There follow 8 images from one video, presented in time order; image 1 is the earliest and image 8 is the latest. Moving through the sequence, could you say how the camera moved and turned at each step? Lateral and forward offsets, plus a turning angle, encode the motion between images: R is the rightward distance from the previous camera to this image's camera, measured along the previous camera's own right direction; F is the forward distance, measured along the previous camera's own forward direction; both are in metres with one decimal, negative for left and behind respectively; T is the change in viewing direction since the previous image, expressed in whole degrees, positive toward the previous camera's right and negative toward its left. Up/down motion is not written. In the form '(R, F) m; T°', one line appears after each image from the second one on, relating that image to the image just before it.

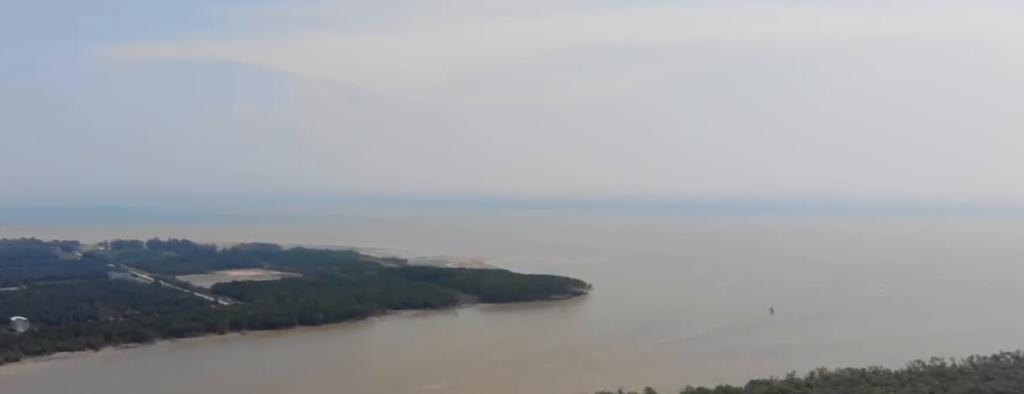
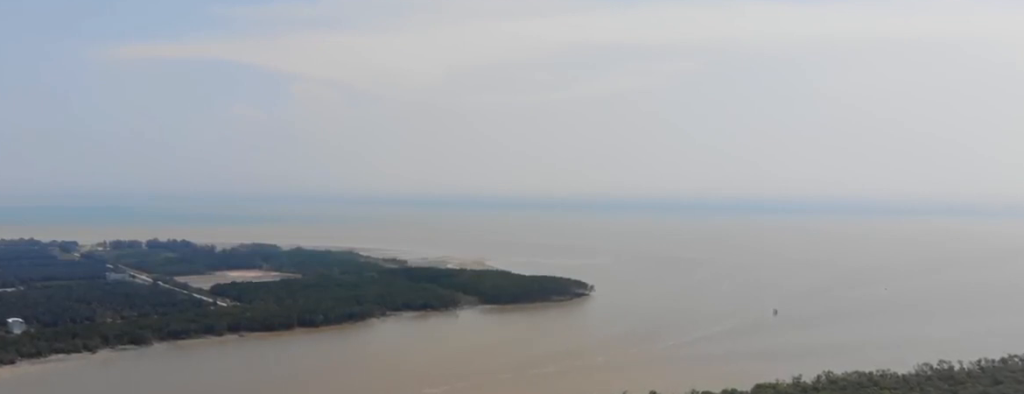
(-0.1, +10.0) m; -1°
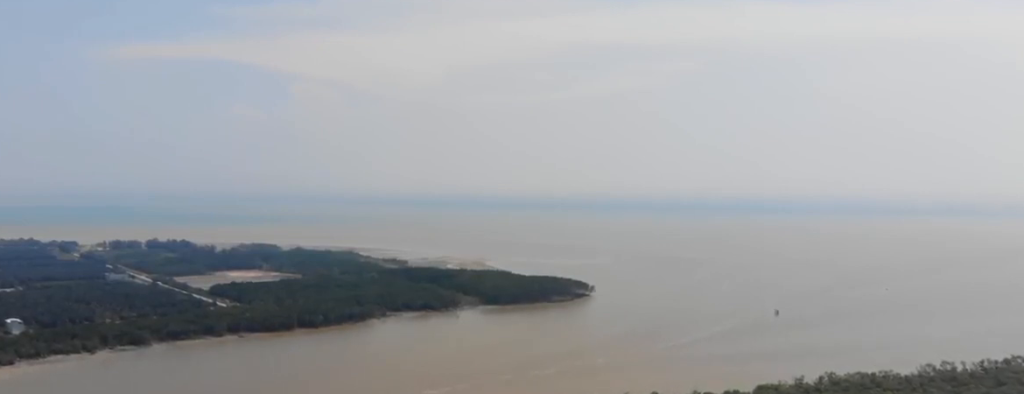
(0.0, +3.5) m; 0°
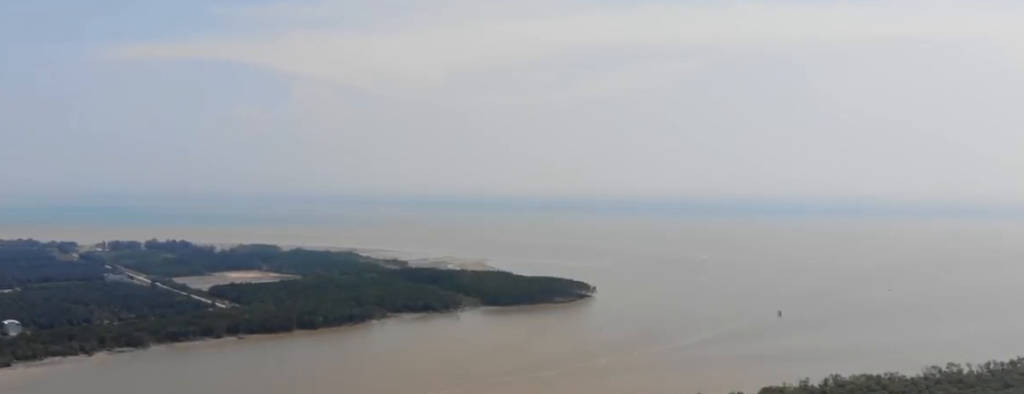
(0.0, +7.1) m; -1°
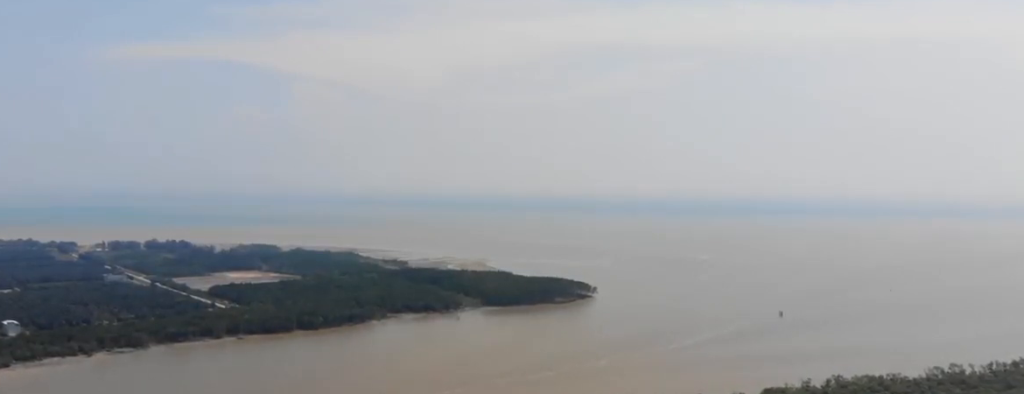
(0.0, +2.9) m; 0°
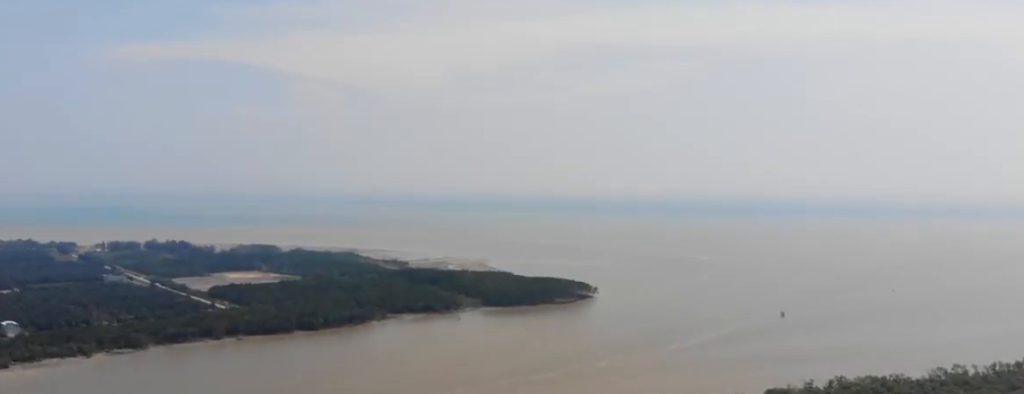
(0.0, +3.7) m; +1°
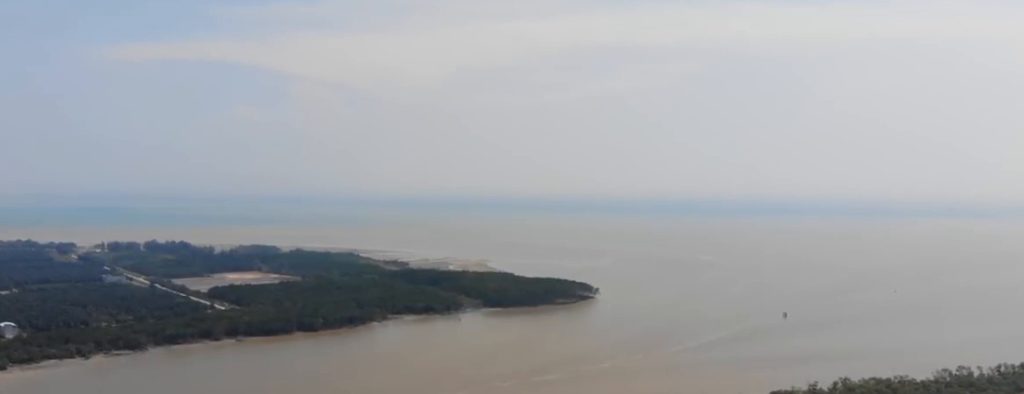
(+0.1, +6.0) m; +4°
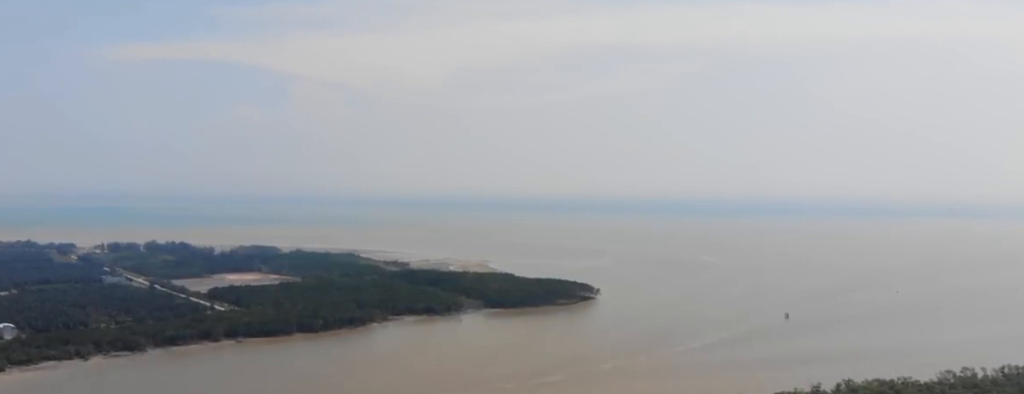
(+0.2, +4.5) m; +2°
